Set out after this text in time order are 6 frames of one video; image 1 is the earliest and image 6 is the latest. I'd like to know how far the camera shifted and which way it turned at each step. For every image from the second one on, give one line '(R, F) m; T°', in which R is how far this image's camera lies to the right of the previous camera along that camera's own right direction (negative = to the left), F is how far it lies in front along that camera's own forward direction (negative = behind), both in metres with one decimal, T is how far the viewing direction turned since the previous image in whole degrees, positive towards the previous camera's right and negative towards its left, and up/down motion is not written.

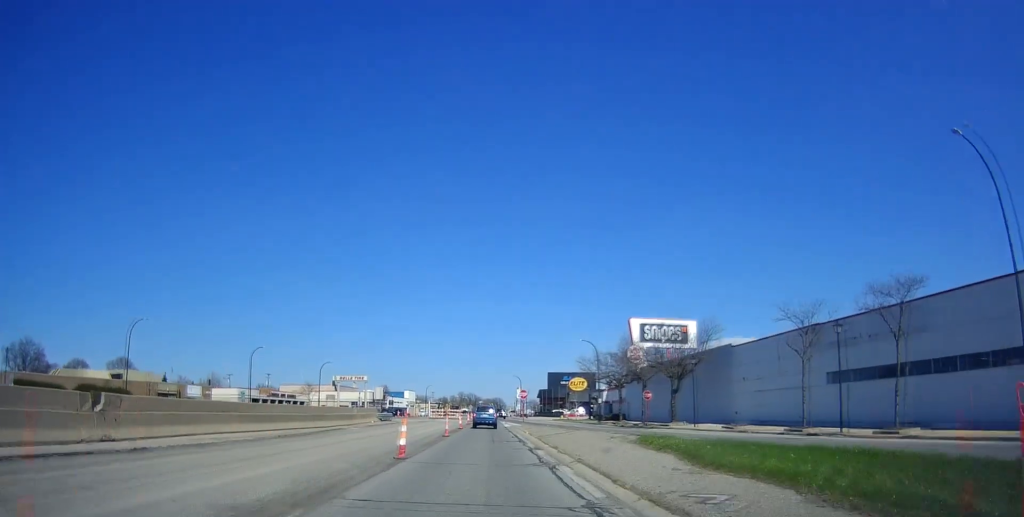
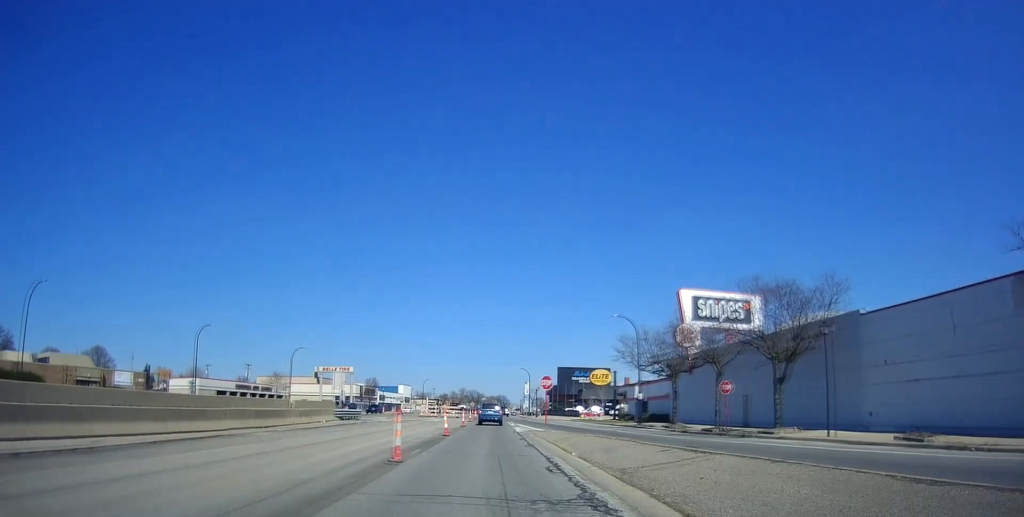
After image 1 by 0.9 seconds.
(-0.2, +17.3) m; 0°
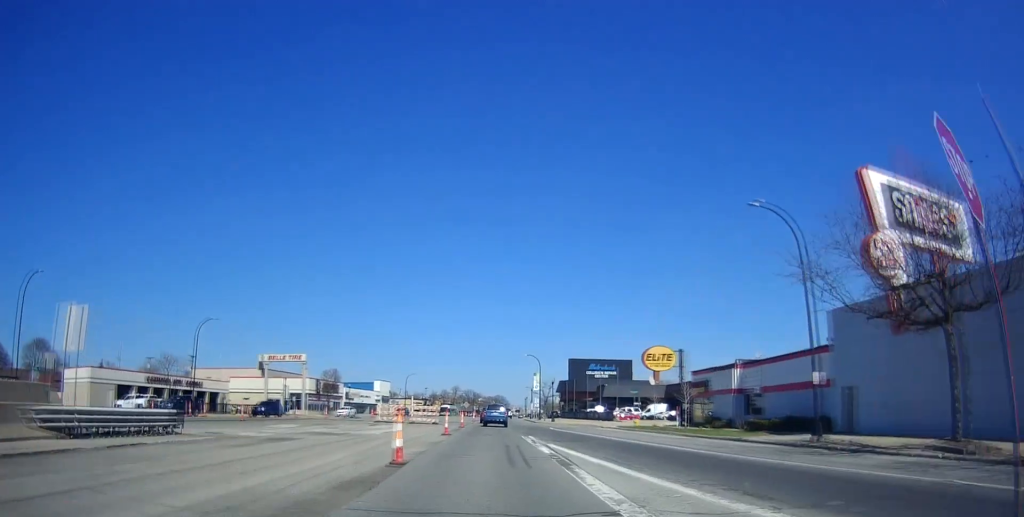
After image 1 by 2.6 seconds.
(+0.6, +29.9) m; +1°
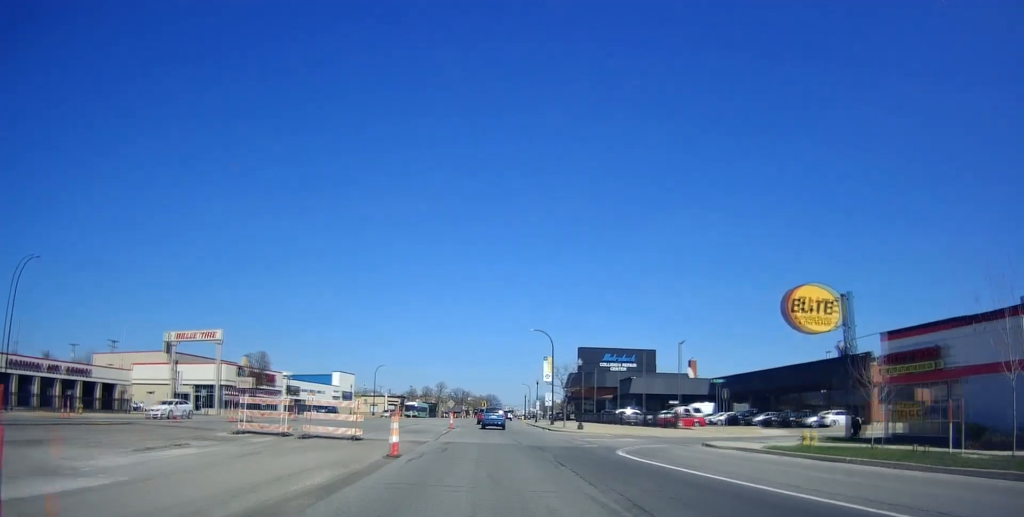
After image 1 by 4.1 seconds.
(-0.6, +27.8) m; 0°
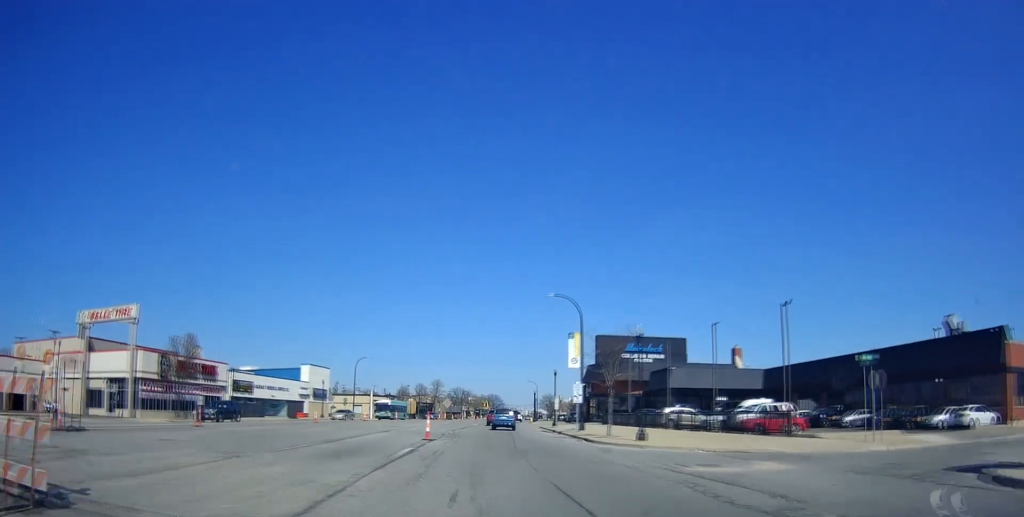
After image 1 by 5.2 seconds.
(+0.9, +17.6) m; +1°
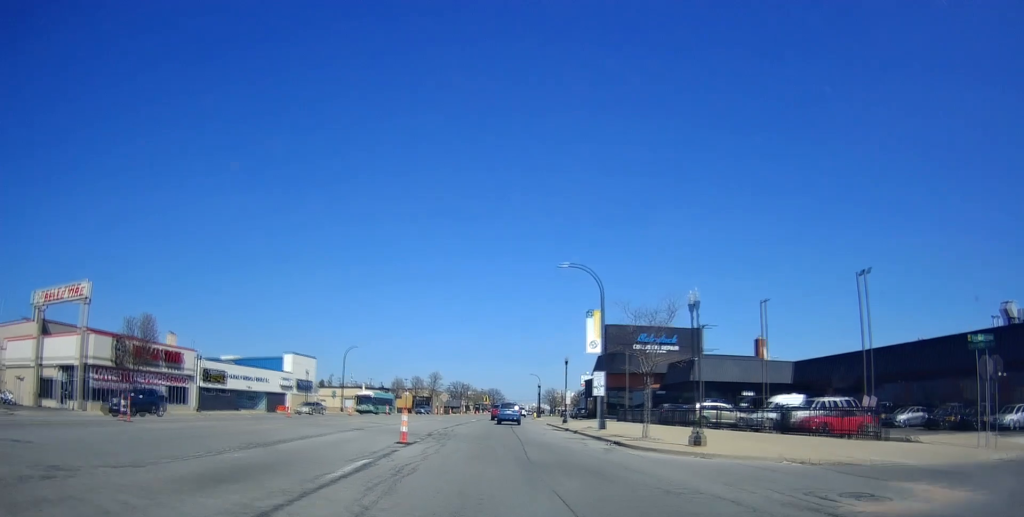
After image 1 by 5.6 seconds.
(-0.2, +7.3) m; -1°
